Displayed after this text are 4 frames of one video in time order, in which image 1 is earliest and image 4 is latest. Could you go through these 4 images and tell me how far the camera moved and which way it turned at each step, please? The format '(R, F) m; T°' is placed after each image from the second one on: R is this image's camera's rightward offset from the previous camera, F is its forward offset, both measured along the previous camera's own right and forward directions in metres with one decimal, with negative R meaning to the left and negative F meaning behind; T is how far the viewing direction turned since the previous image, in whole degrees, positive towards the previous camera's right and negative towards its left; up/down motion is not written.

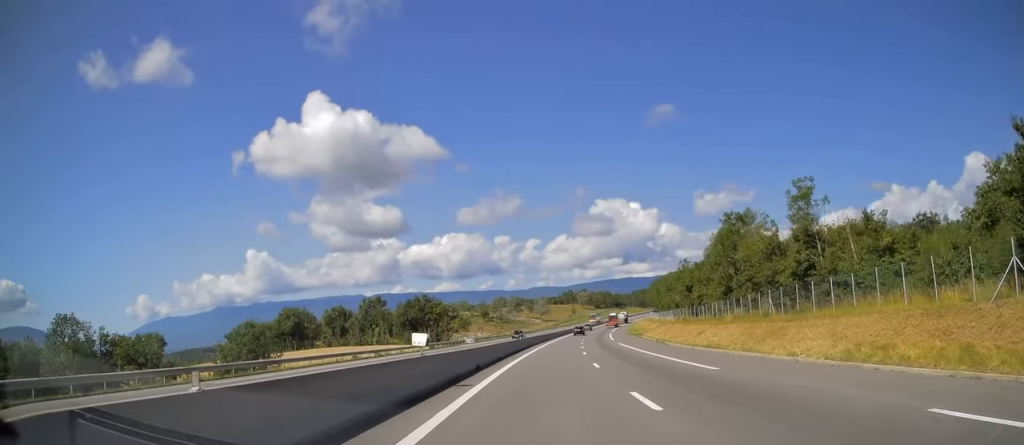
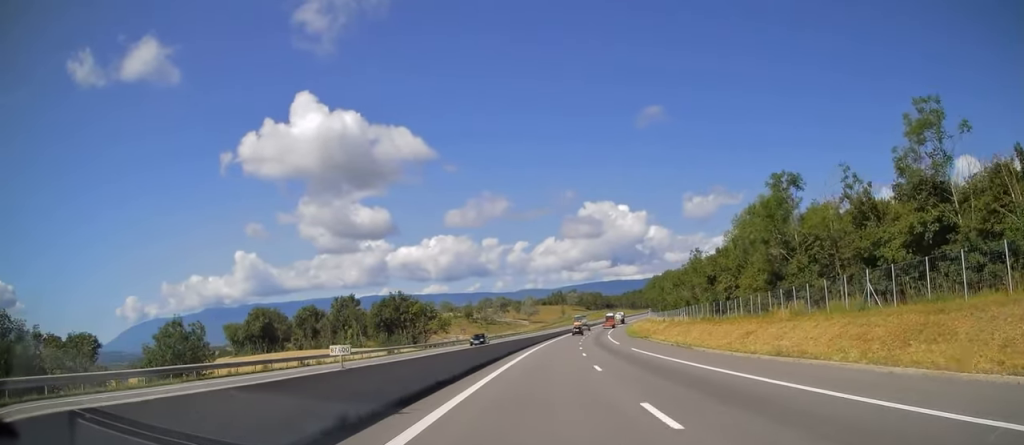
(-0.1, +15.1) m; +1°
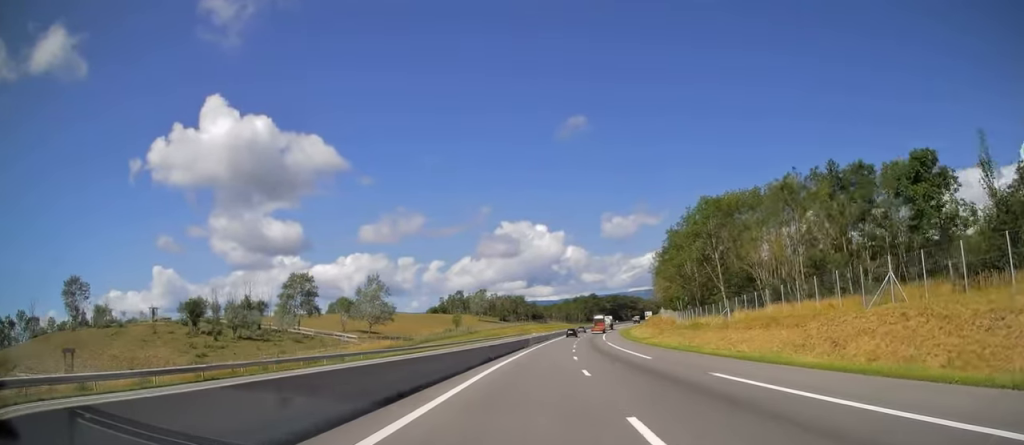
(+10.2, +130.4) m; +8°
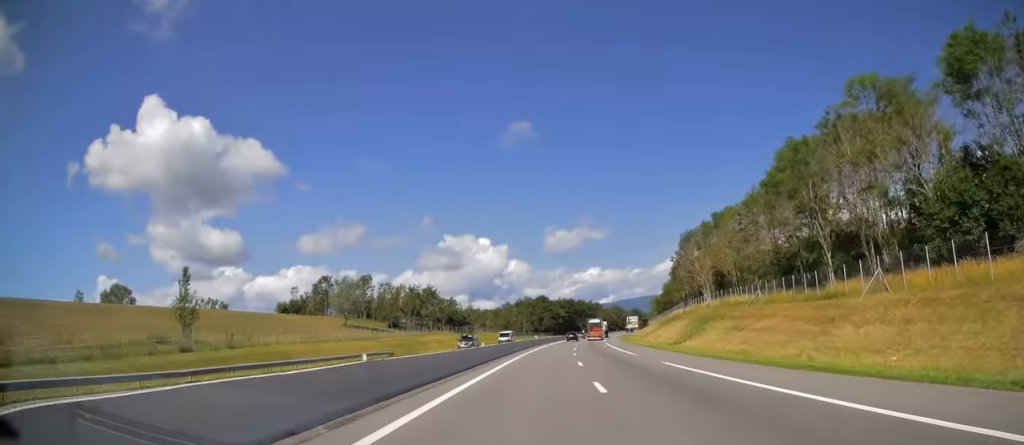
(+5.1, +95.5) m; +5°
